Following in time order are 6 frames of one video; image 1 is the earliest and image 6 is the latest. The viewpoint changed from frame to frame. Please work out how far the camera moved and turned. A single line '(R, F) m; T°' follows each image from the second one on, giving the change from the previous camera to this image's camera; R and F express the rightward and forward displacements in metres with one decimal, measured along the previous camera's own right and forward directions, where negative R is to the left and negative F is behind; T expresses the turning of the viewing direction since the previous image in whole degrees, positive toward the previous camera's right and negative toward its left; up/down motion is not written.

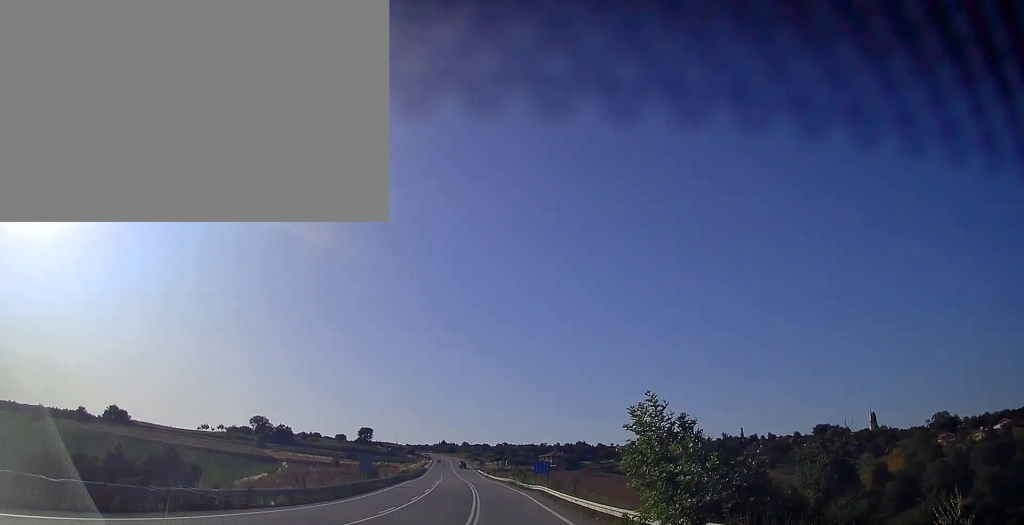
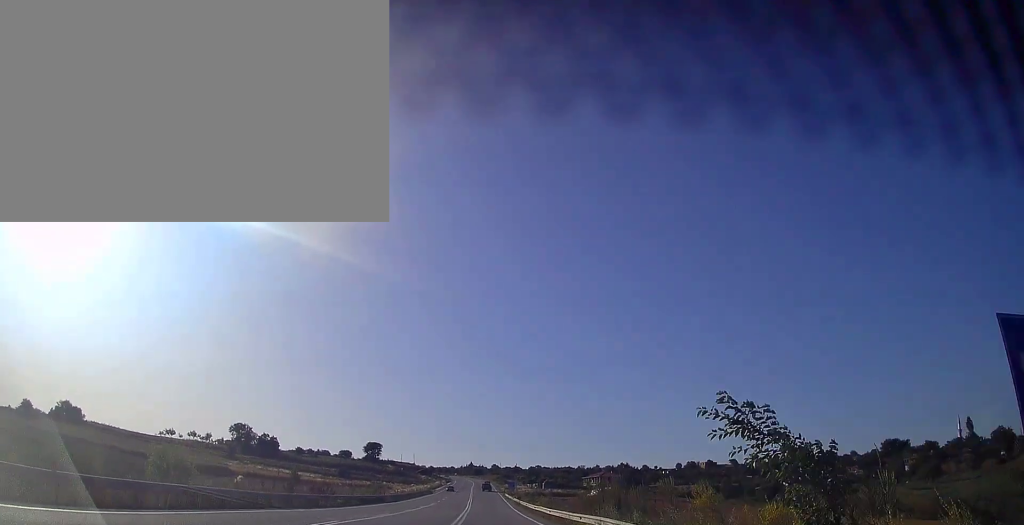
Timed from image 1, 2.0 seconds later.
(-0.6, +54.2) m; -2°
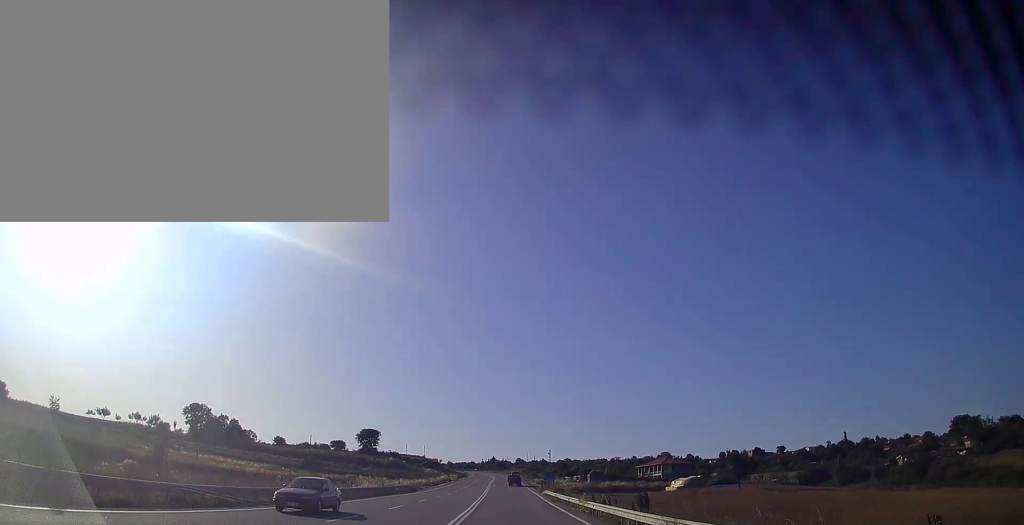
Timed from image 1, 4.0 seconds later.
(-1.7, +54.5) m; -3°
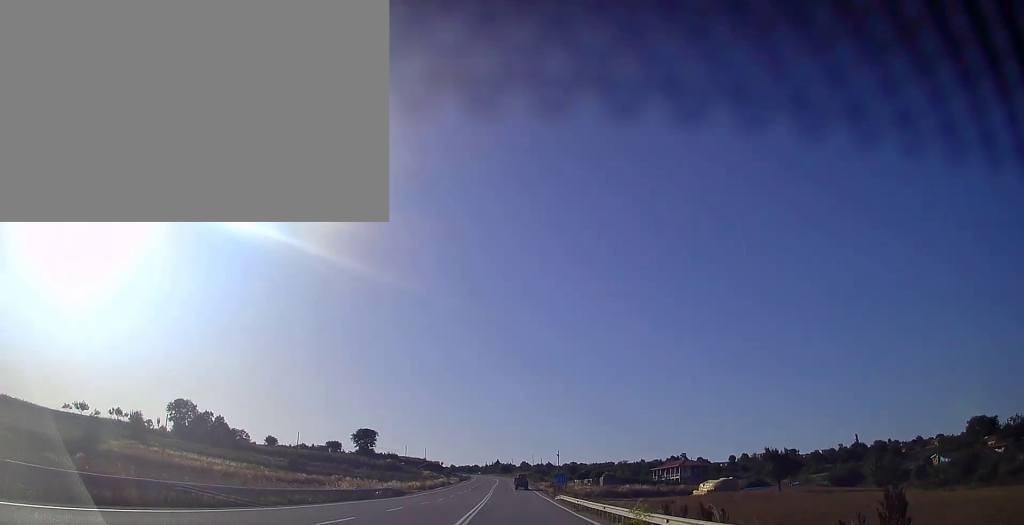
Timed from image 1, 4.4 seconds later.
(0.0, +12.6) m; 0°
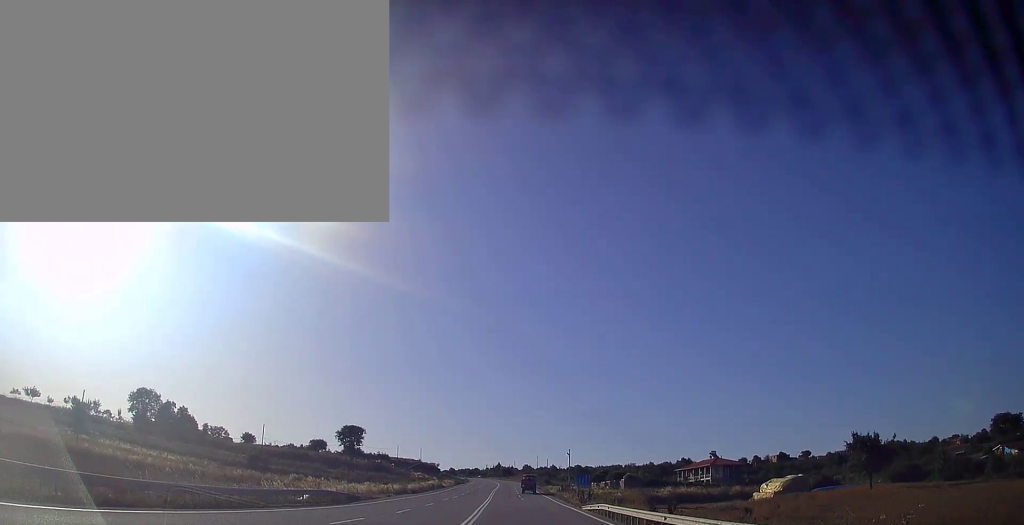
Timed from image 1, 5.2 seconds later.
(-0.1, +21.7) m; 0°
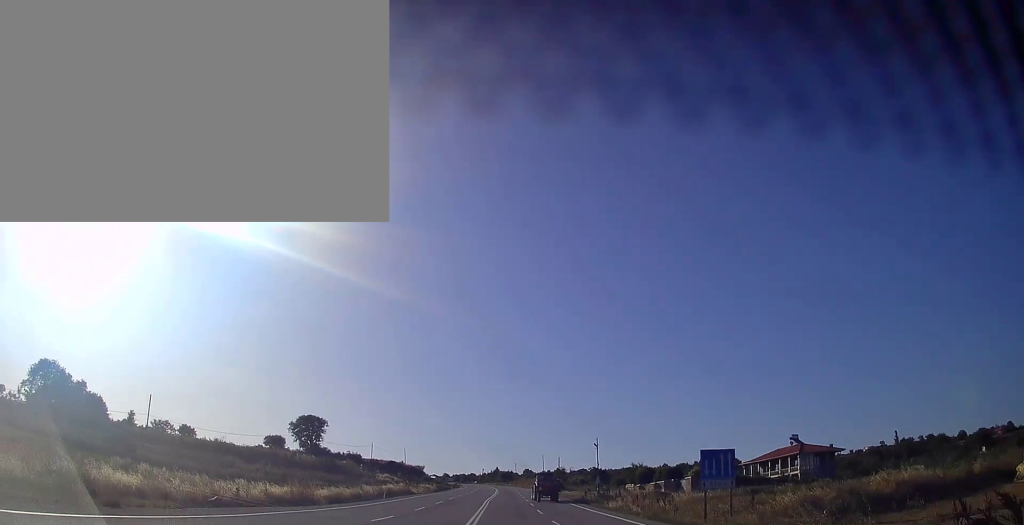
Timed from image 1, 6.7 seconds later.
(-0.3, +40.4) m; 0°
